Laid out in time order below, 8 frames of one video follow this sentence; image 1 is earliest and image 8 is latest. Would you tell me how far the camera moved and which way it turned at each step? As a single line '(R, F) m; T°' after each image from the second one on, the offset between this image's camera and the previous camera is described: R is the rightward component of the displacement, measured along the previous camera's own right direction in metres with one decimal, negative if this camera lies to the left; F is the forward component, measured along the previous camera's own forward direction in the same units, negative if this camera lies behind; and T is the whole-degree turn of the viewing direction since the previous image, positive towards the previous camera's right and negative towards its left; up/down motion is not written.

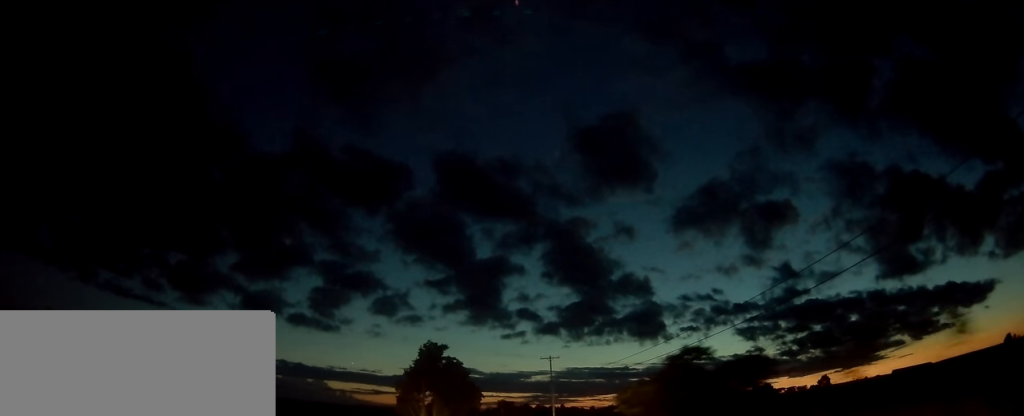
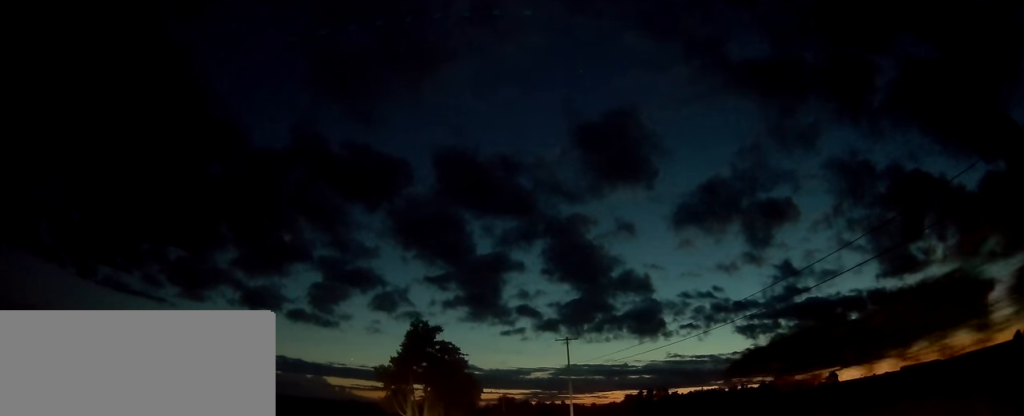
(-0.2, +14.3) m; -1°
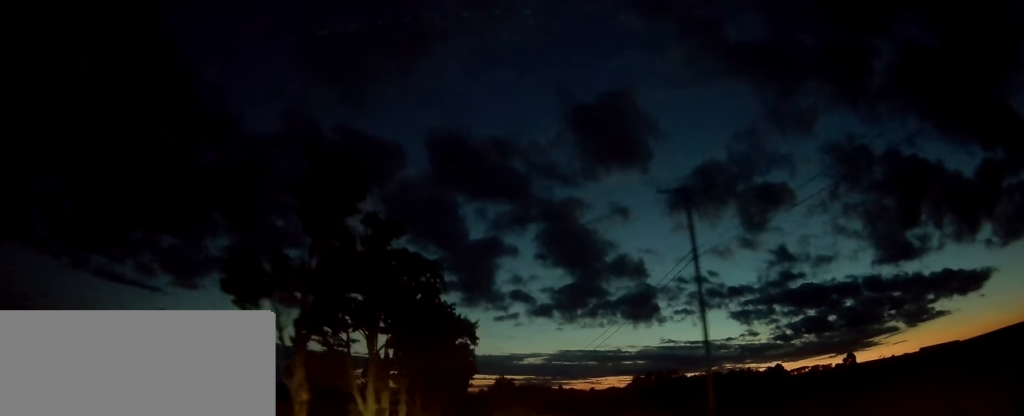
(+0.6, +37.3) m; +2°
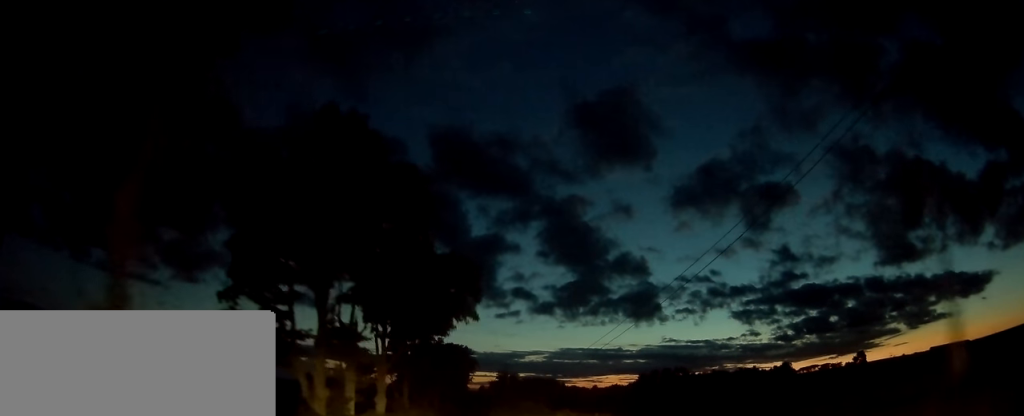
(0.0, +13.6) m; 0°
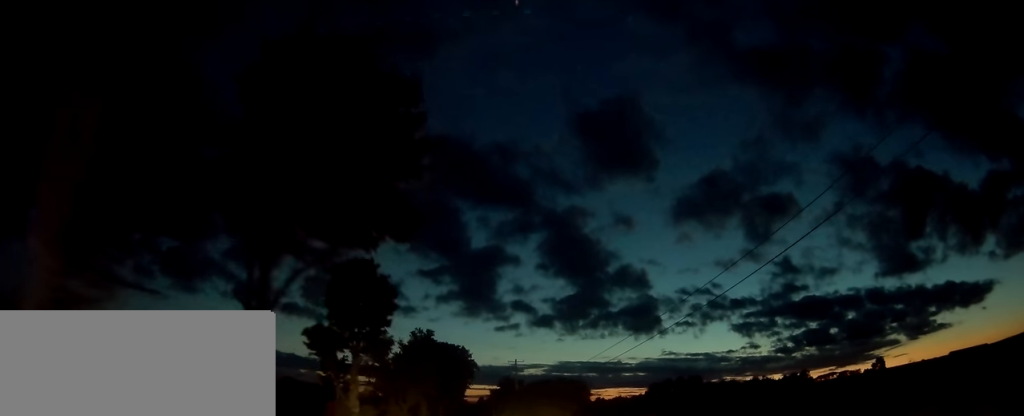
(0.0, +26.5) m; -1°
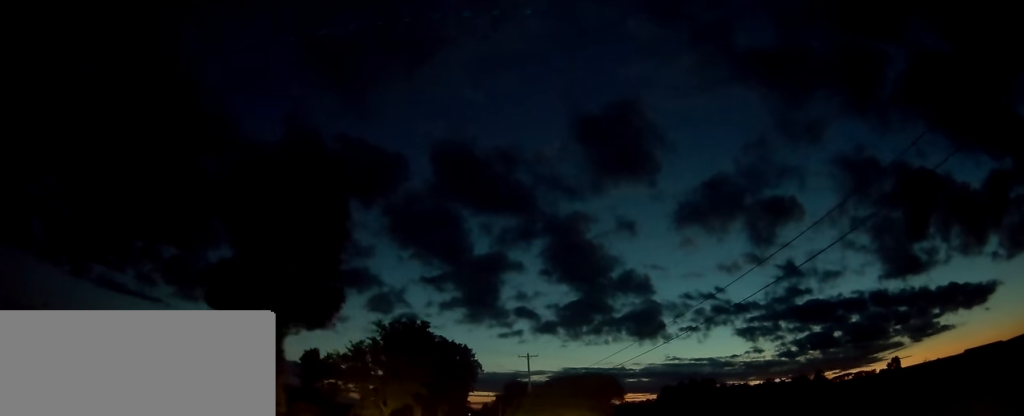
(-0.3, +15.2) m; 0°
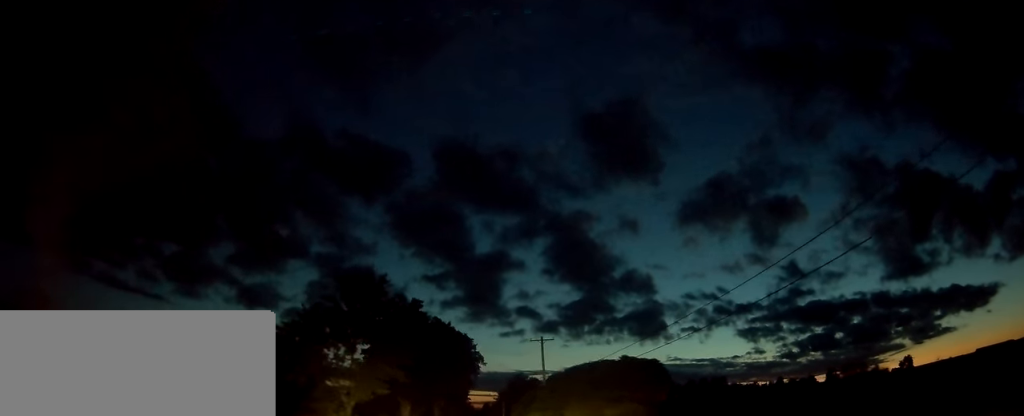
(+0.1, +14.0) m; +1°
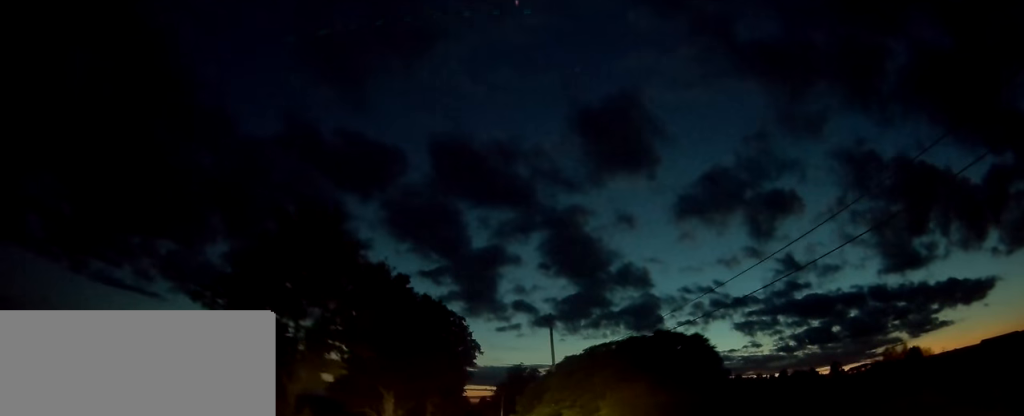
(+0.1, +9.7) m; +1°
